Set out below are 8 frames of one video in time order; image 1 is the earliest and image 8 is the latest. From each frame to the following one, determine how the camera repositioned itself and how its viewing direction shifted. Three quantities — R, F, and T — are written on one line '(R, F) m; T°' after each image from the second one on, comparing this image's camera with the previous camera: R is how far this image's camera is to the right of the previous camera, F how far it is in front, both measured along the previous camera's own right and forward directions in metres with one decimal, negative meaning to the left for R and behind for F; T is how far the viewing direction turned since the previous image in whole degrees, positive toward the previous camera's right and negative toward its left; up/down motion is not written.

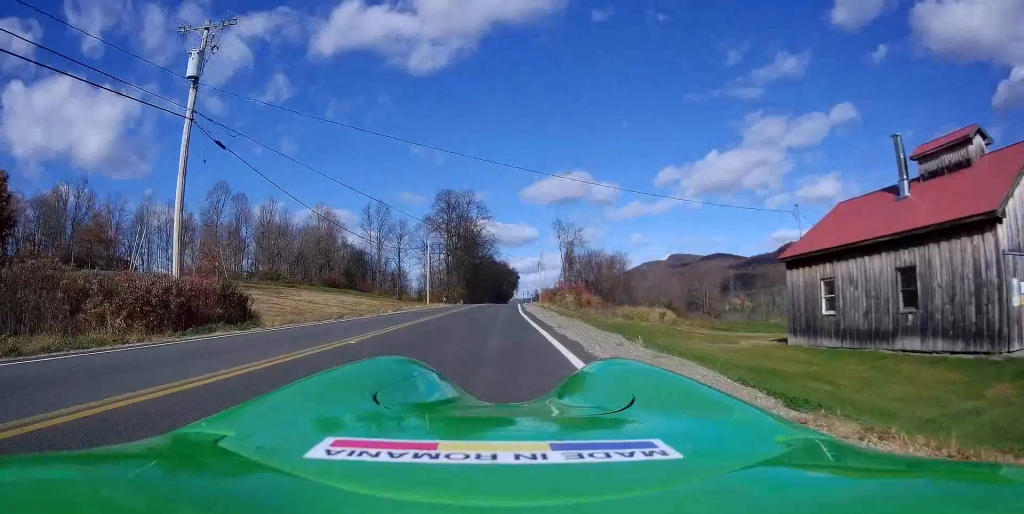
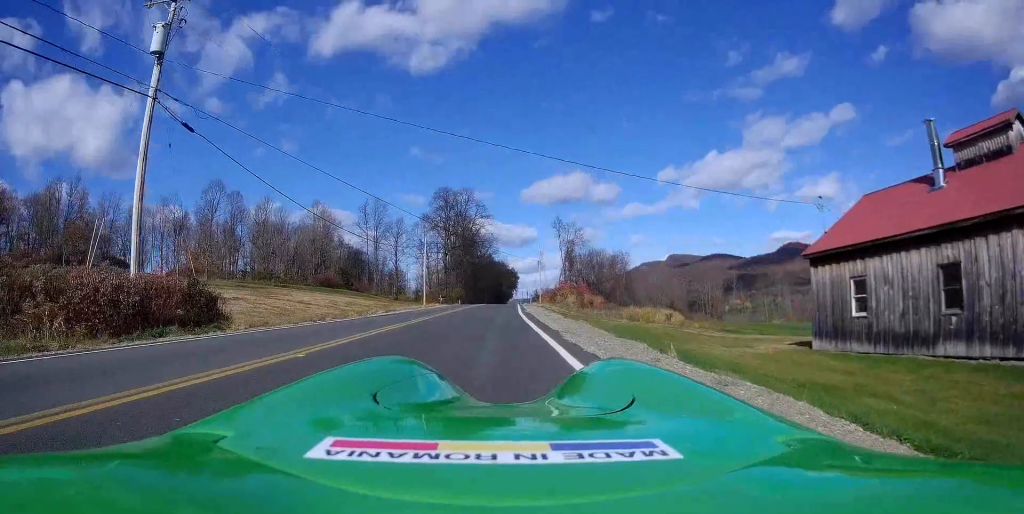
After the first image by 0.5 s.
(0.0, +2.3) m; 0°
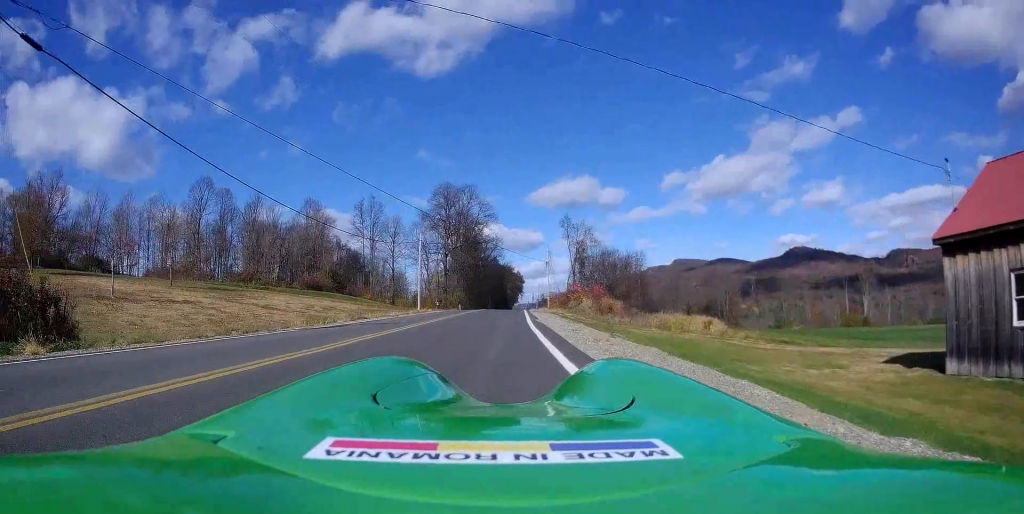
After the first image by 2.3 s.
(+0.1, +8.0) m; +1°
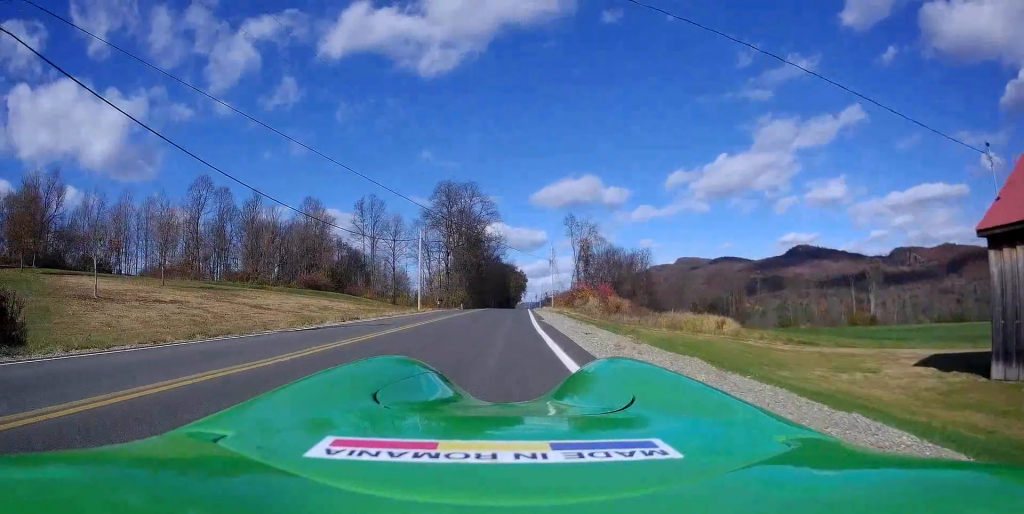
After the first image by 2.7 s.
(0.0, +1.8) m; 0°
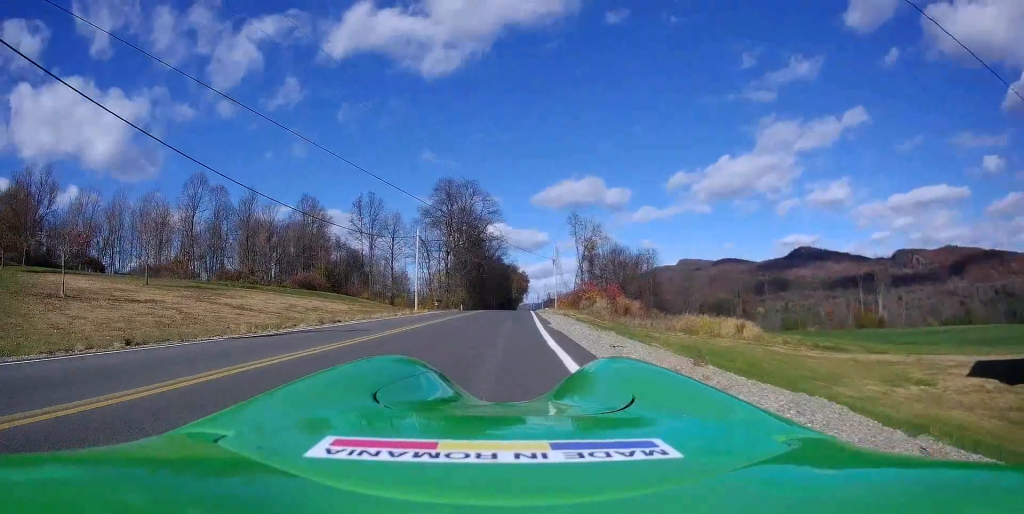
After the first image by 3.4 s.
(0.0, +3.0) m; 0°
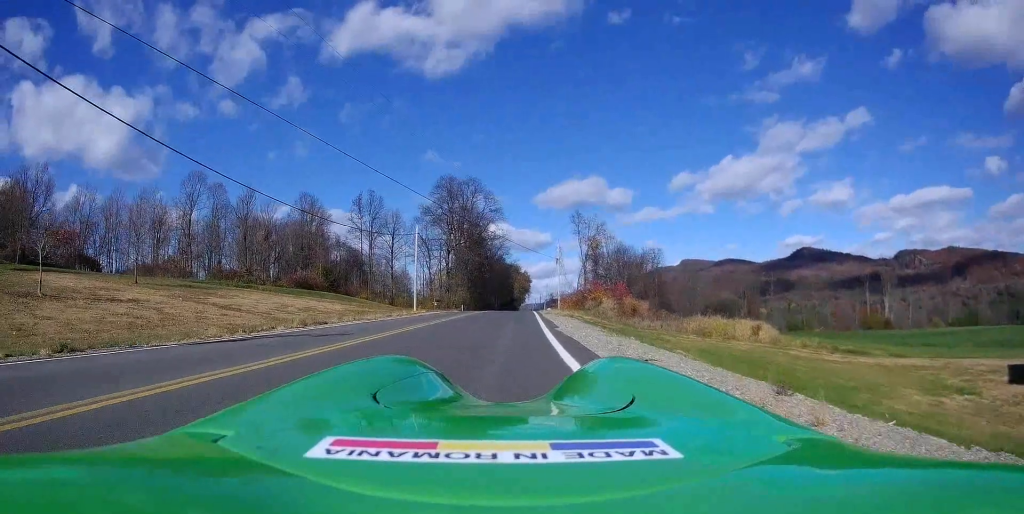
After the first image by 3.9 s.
(0.0, +1.9) m; 0°
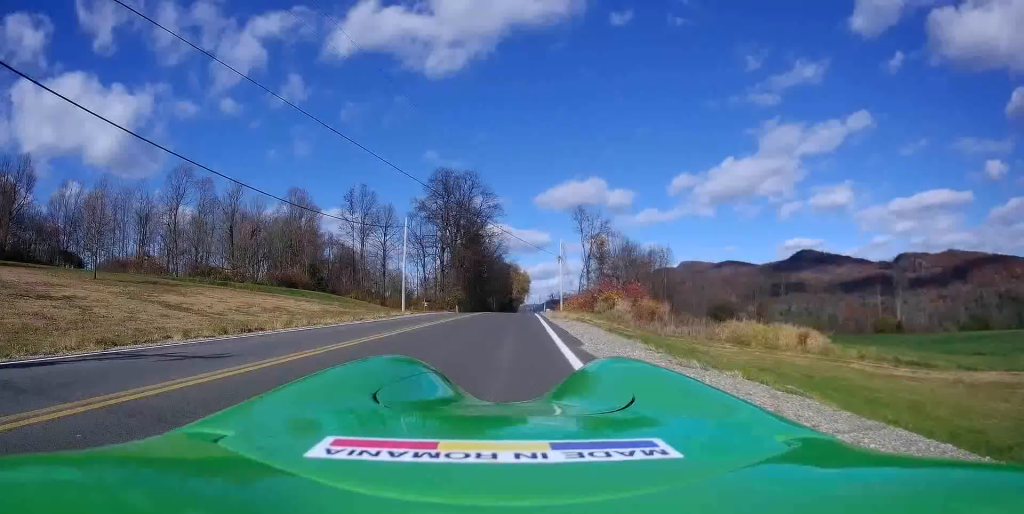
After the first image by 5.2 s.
(0.0, +5.7) m; -1°
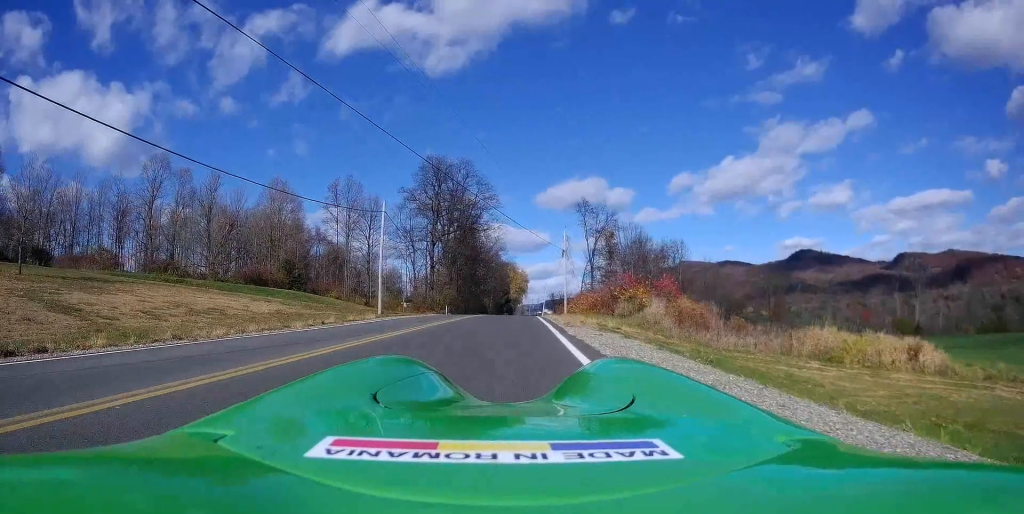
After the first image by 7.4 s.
(-0.2, +8.4) m; -1°
